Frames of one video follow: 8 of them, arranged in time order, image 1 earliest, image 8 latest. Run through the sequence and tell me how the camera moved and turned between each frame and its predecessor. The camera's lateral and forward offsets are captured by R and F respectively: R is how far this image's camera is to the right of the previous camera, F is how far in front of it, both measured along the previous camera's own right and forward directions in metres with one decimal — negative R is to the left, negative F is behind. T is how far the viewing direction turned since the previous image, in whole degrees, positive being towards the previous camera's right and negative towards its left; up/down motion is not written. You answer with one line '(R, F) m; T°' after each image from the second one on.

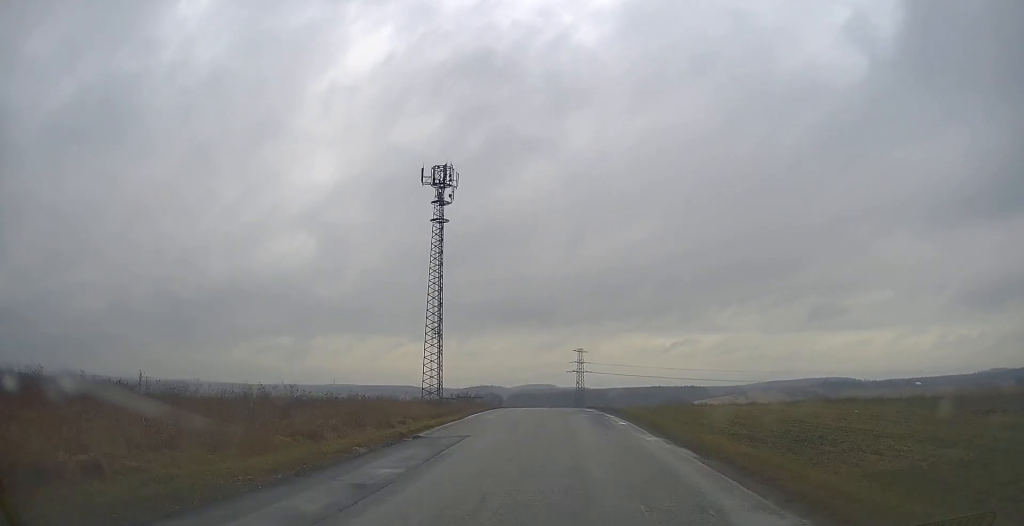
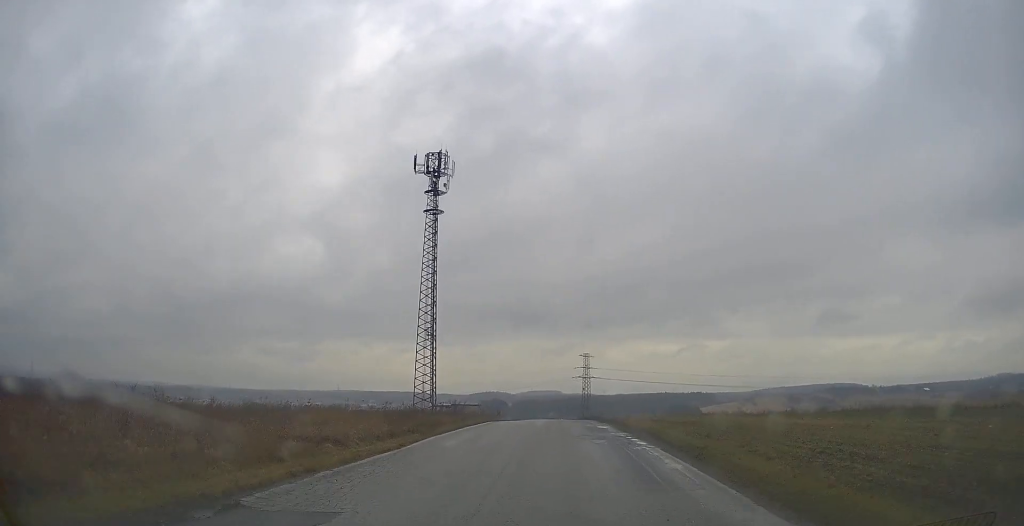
(0.0, +9.2) m; 0°
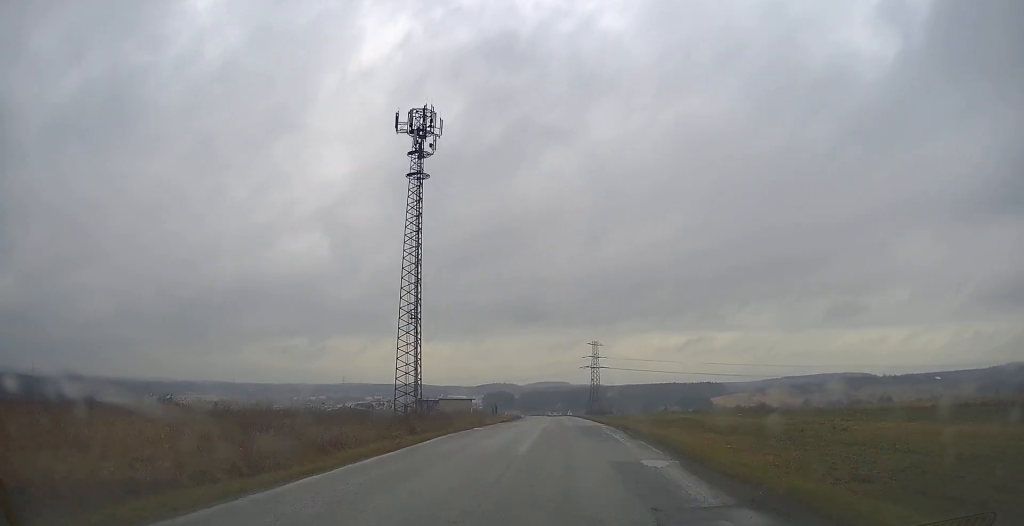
(-0.1, +14.4) m; -1°
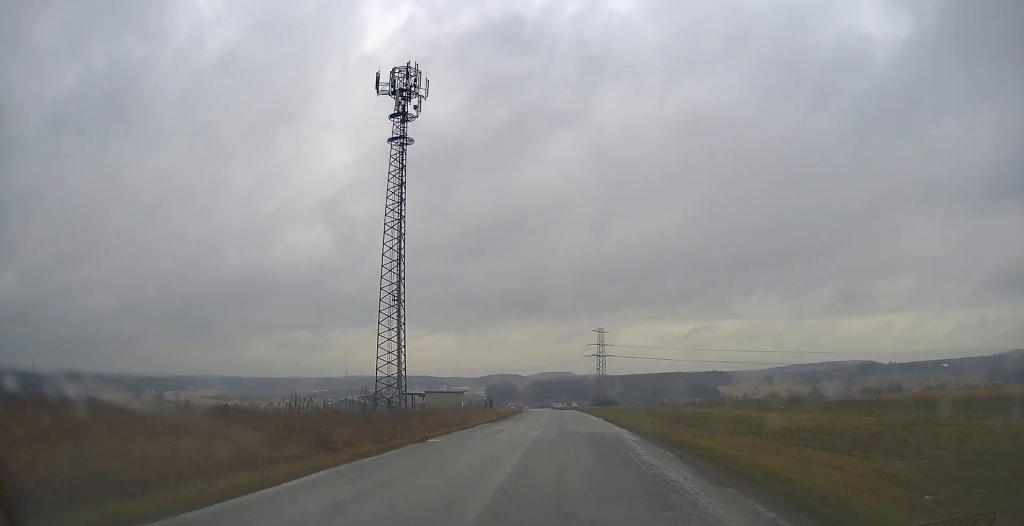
(0.0, +10.2) m; 0°
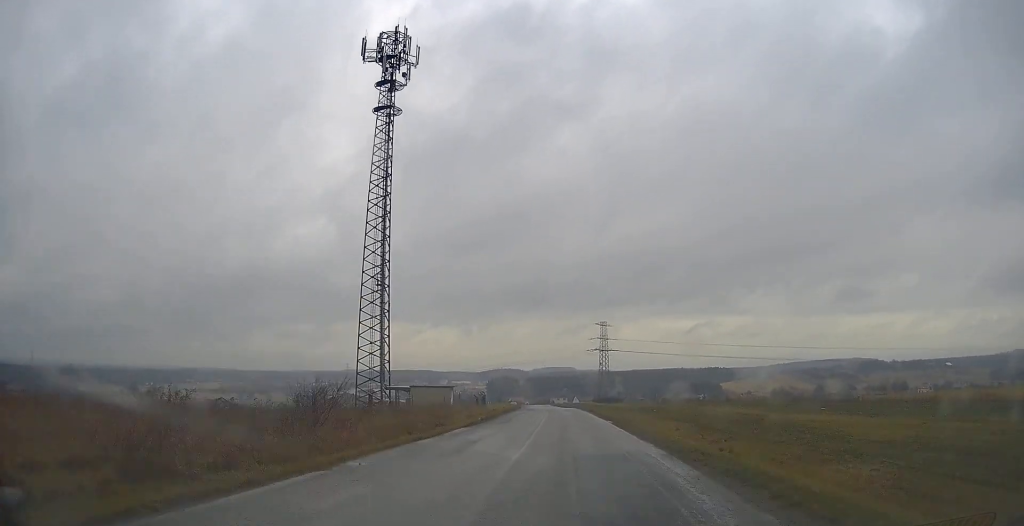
(0.0, +7.3) m; 0°
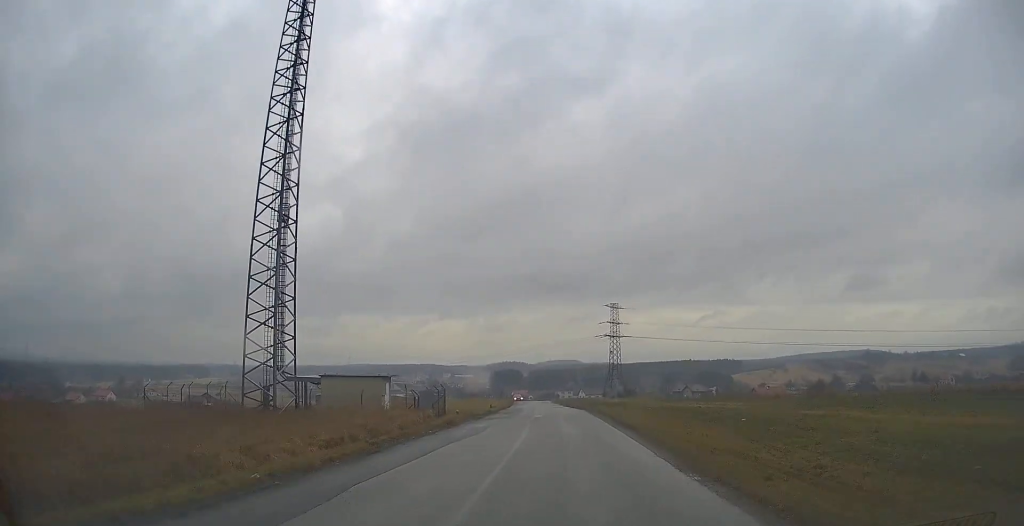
(-0.1, +24.7) m; 0°
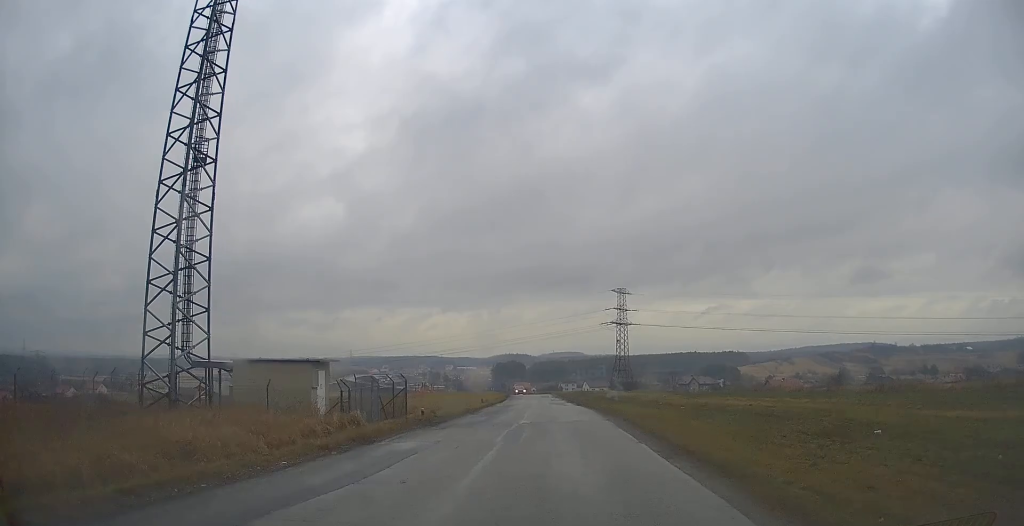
(0.0, +11.4) m; 0°
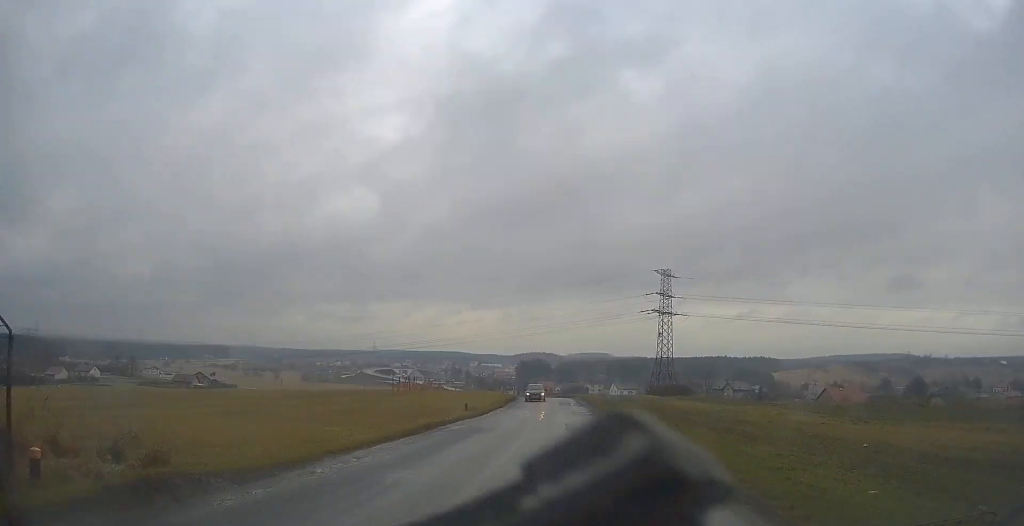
(-0.4, +26.3) m; -2°
